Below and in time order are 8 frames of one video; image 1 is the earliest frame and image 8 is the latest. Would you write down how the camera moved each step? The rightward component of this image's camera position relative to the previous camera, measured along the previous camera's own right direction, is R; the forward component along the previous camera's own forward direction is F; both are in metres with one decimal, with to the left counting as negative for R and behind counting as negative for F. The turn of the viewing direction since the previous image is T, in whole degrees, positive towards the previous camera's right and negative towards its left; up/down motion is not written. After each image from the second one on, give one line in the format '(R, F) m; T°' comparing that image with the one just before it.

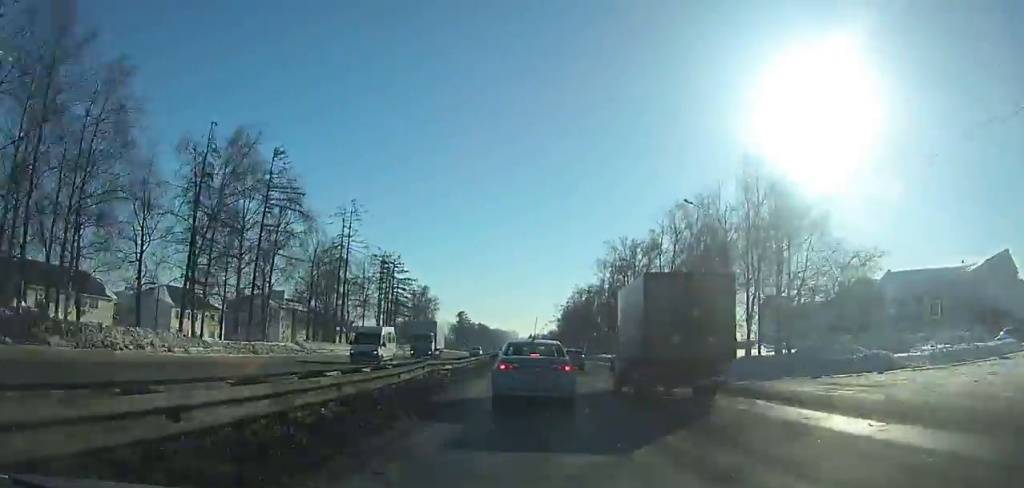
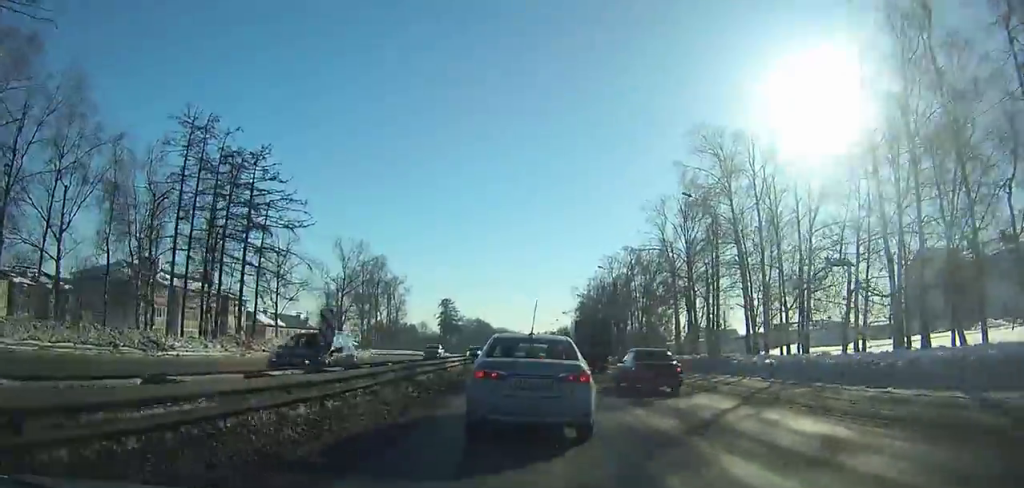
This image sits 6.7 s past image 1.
(-0.1, +47.7) m; -2°
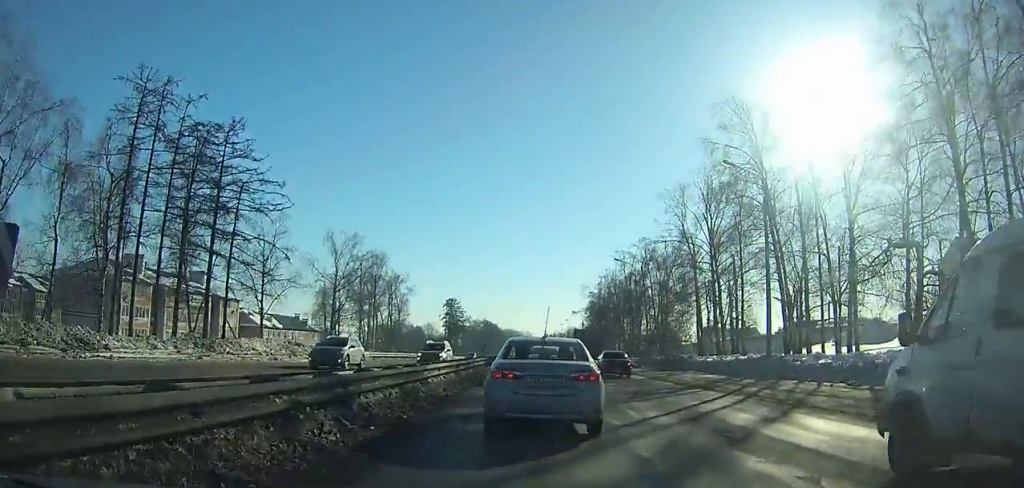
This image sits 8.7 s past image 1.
(-0.2, +8.2) m; -1°
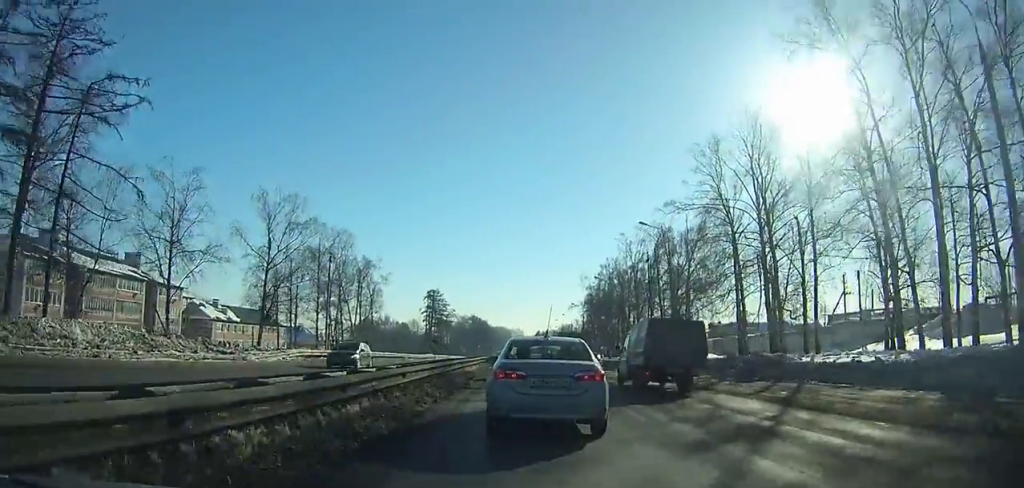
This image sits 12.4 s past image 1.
(0.0, +13.0) m; 0°
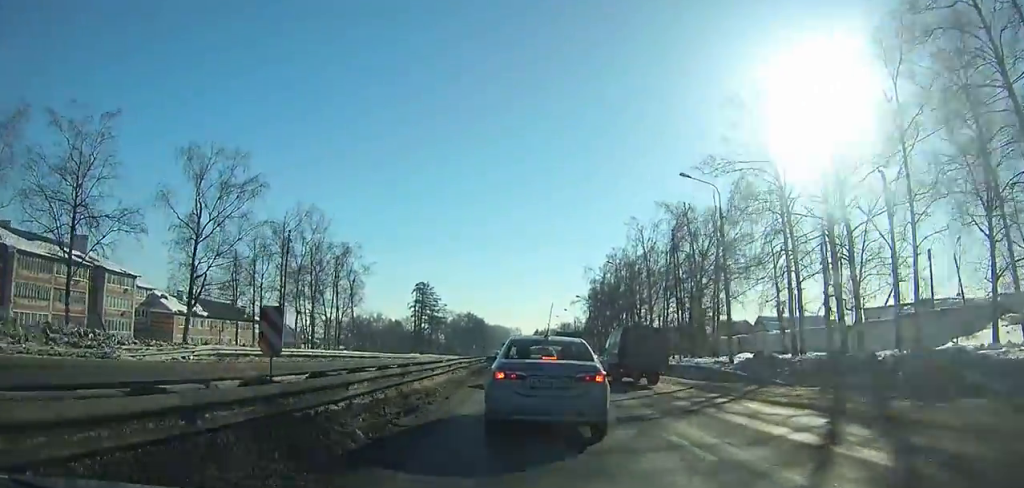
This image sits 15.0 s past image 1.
(0.0, +6.8) m; +1°
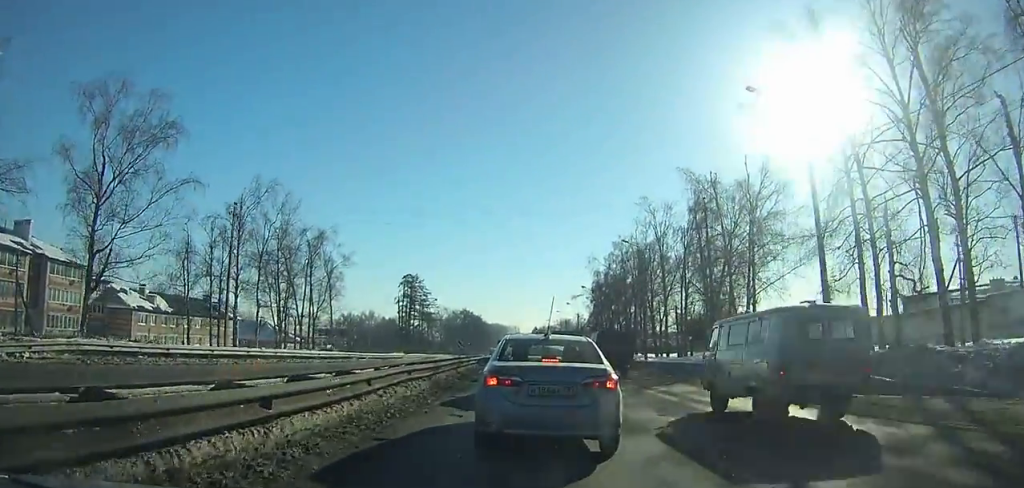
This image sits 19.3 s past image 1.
(+0.1, +6.6) m; +3°
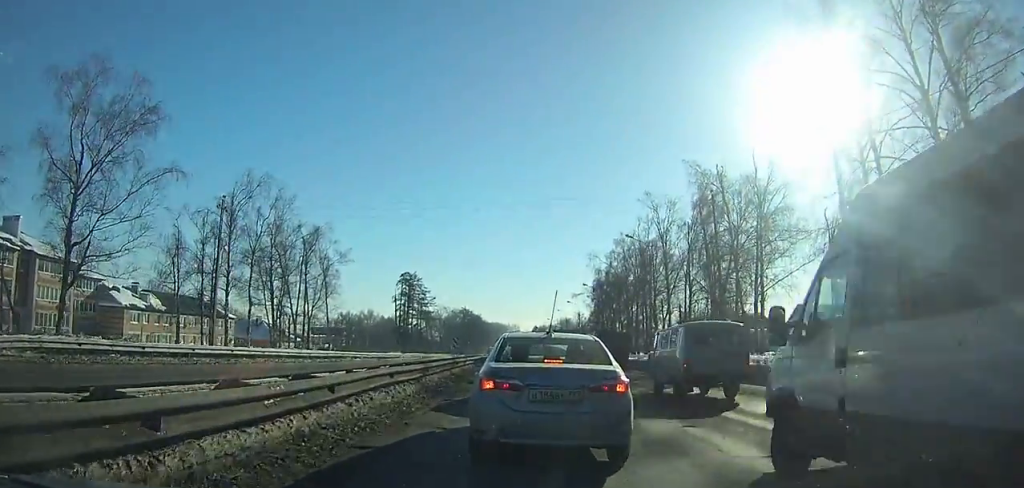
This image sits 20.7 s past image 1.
(0.0, +0.8) m; +1°
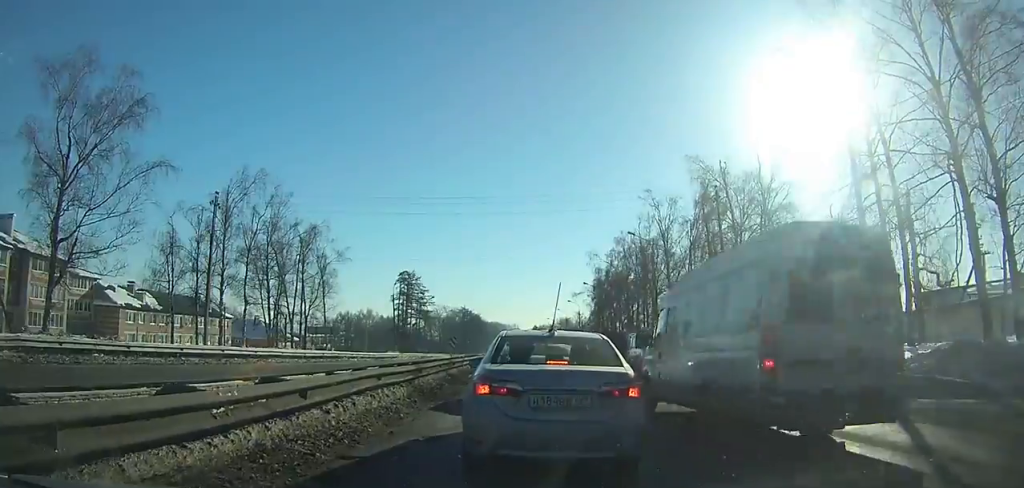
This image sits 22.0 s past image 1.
(0.0, +0.8) m; +1°
